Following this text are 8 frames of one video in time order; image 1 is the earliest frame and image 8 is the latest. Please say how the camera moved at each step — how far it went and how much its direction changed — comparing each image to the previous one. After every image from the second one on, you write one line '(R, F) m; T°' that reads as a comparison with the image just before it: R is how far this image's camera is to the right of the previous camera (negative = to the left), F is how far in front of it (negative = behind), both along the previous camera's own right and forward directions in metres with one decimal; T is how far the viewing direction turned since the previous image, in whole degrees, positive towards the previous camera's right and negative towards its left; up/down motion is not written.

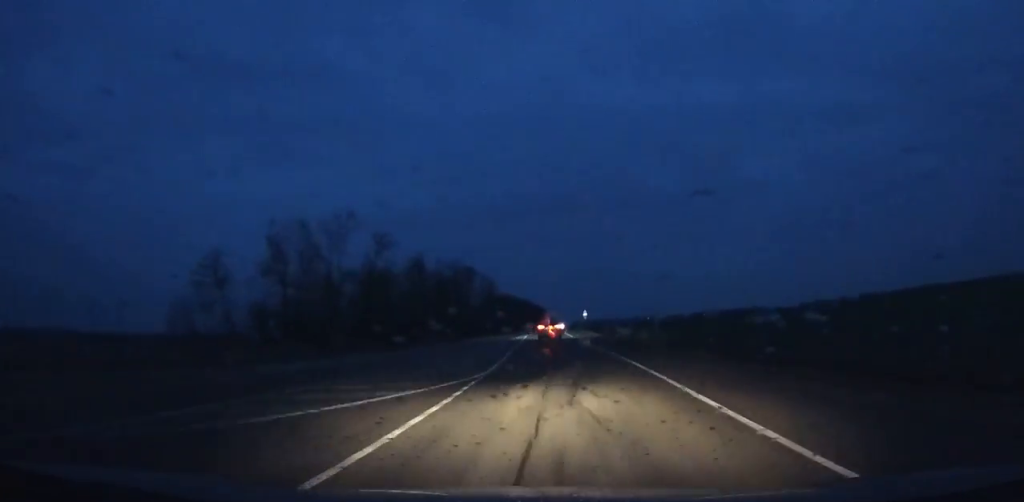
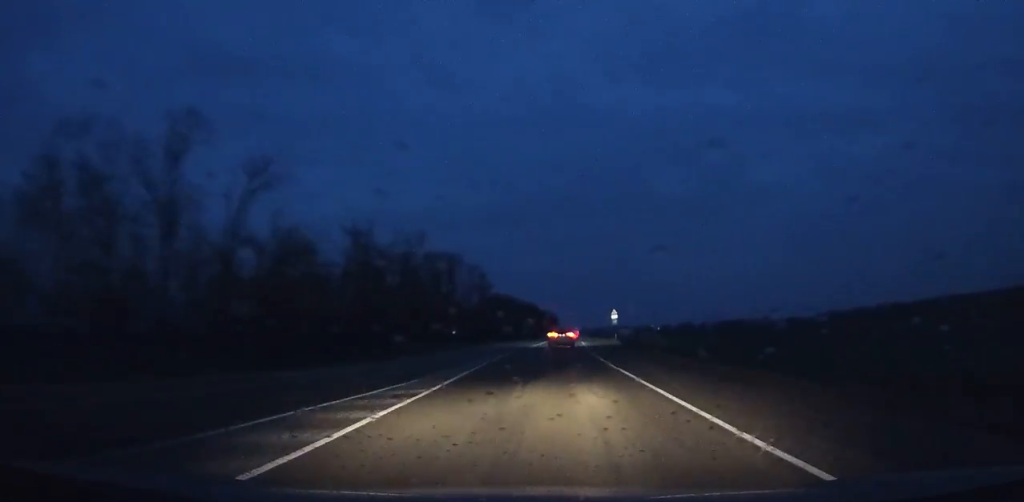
(-0.3, +47.6) m; 0°
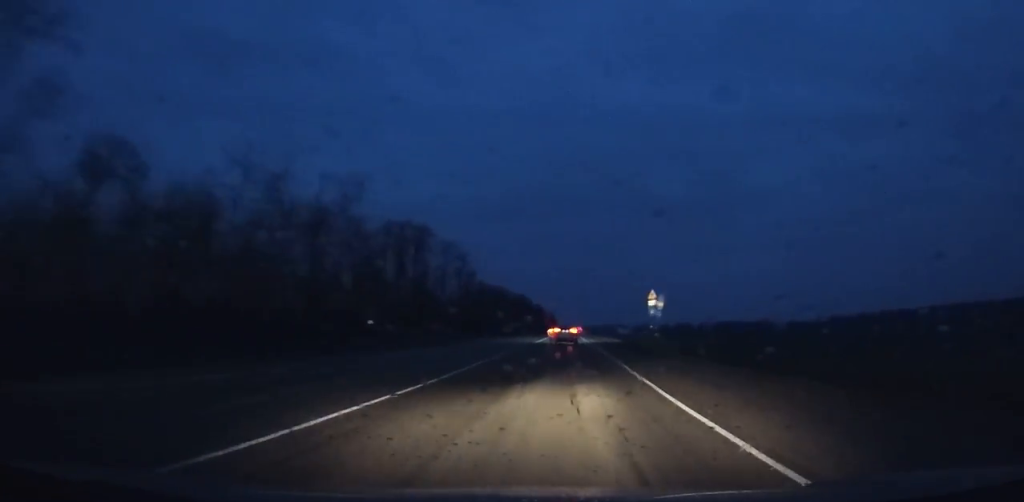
(+0.1, +31.2) m; +1°
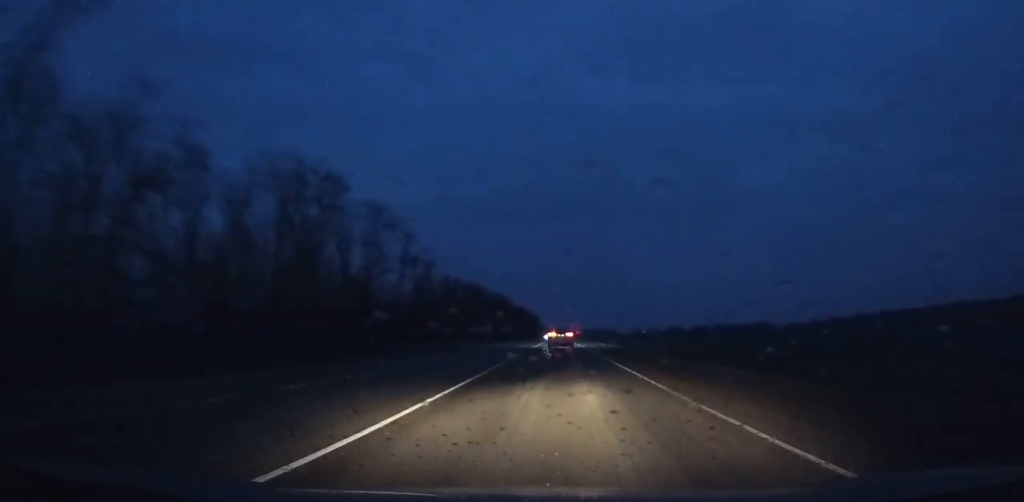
(+0.2, +45.5) m; +1°
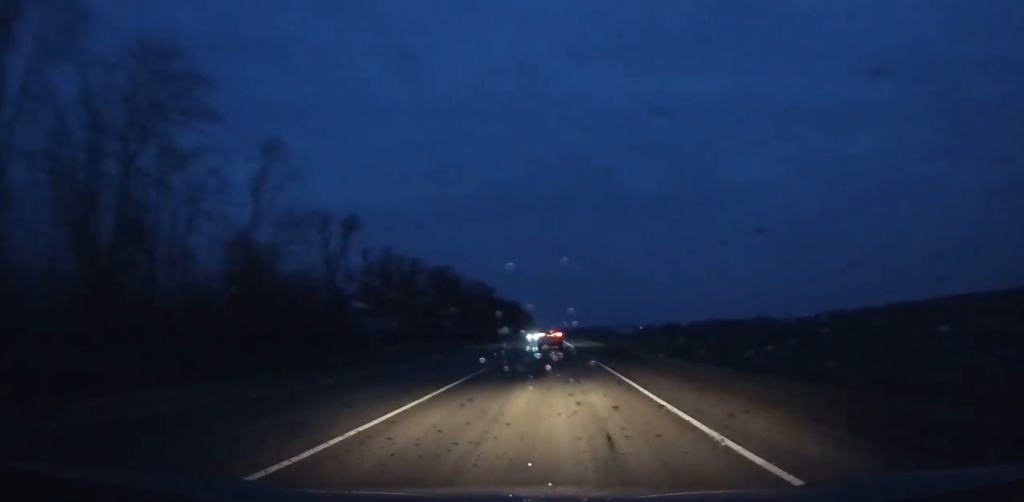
(+0.8, +50.4) m; +1°
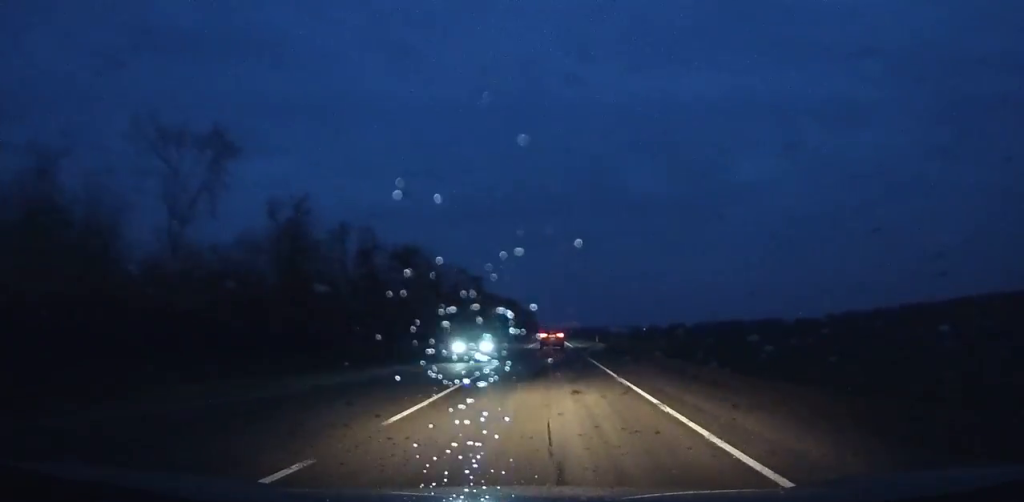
(-0.1, +38.6) m; 0°
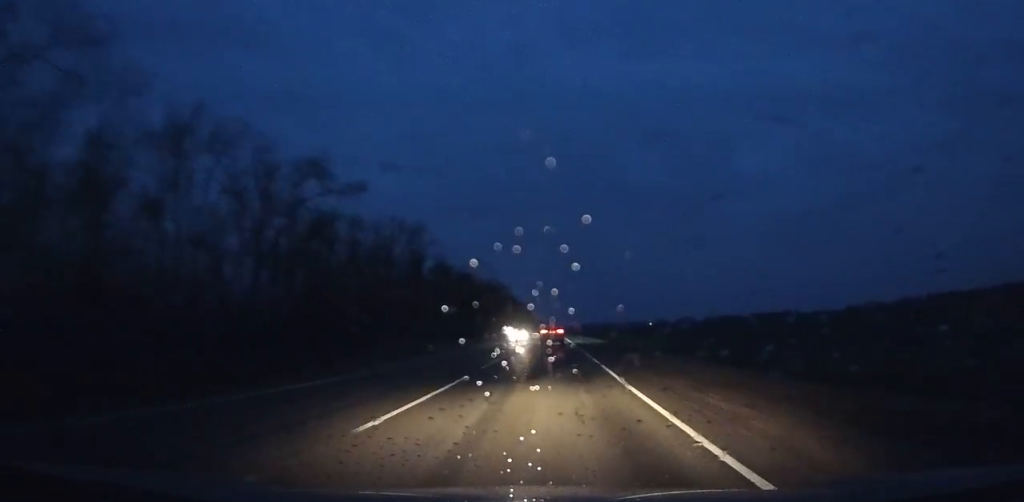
(-0.3, +85.2) m; 0°
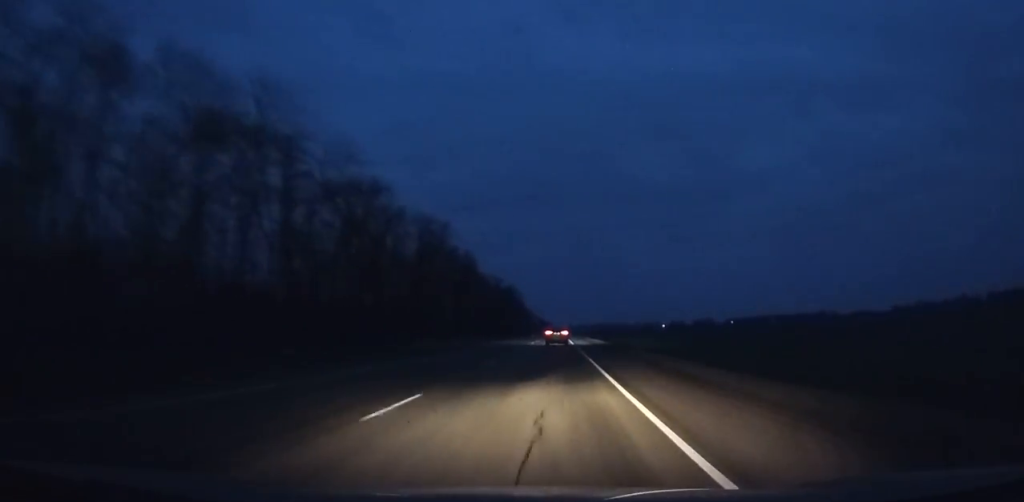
(-1.5, +148.3) m; -1°
